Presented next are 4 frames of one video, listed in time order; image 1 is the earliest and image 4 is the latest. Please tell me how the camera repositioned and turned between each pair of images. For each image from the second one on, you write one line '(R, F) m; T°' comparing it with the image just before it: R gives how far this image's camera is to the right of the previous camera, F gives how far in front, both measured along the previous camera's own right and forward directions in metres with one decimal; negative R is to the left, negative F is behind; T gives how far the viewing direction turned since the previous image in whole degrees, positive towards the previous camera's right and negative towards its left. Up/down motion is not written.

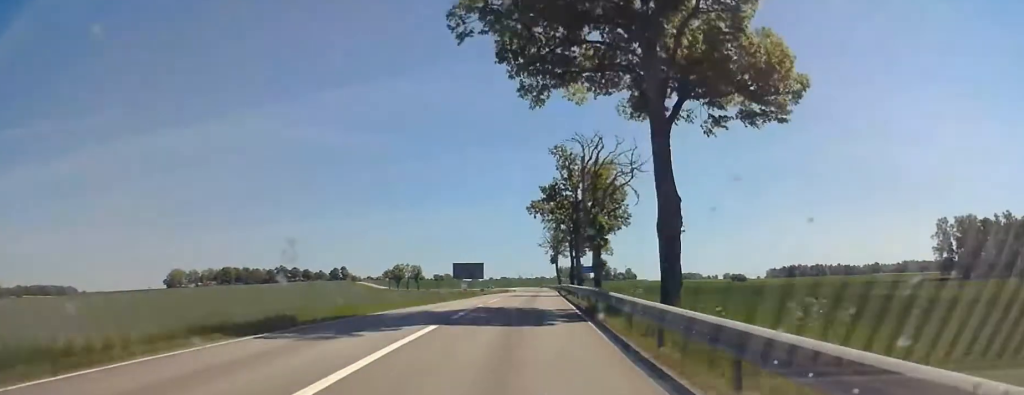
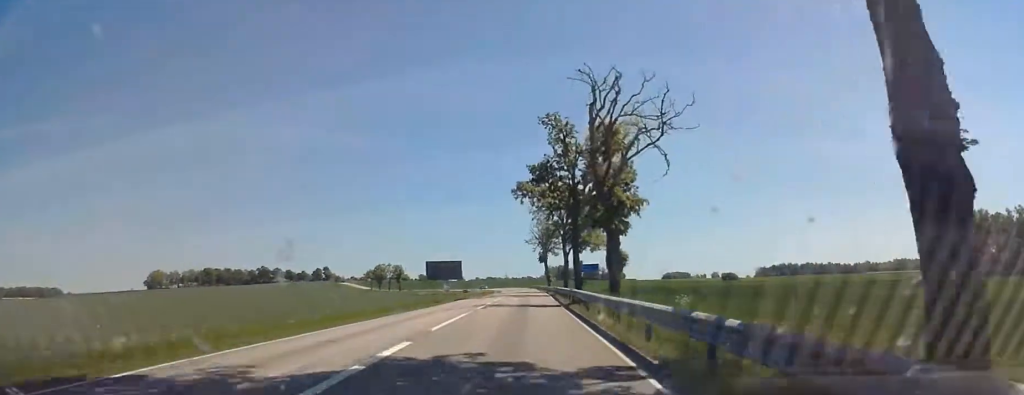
(+0.1, +14.6) m; +1°
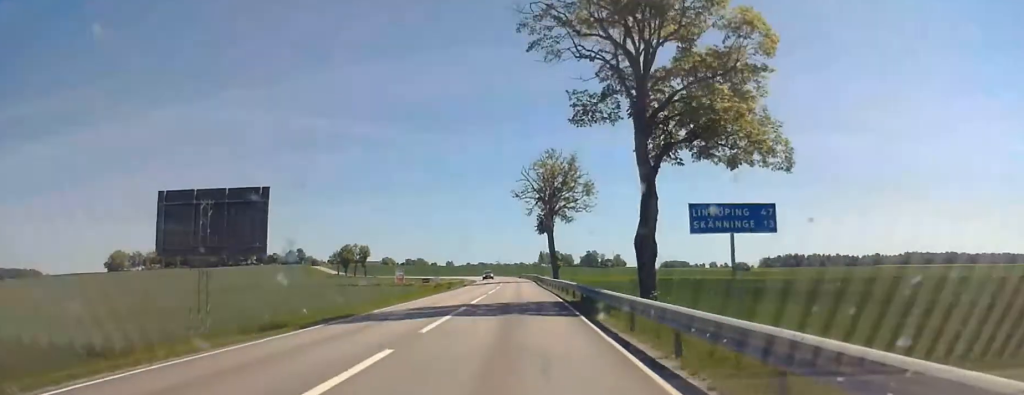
(-0.2, +60.9) m; -1°
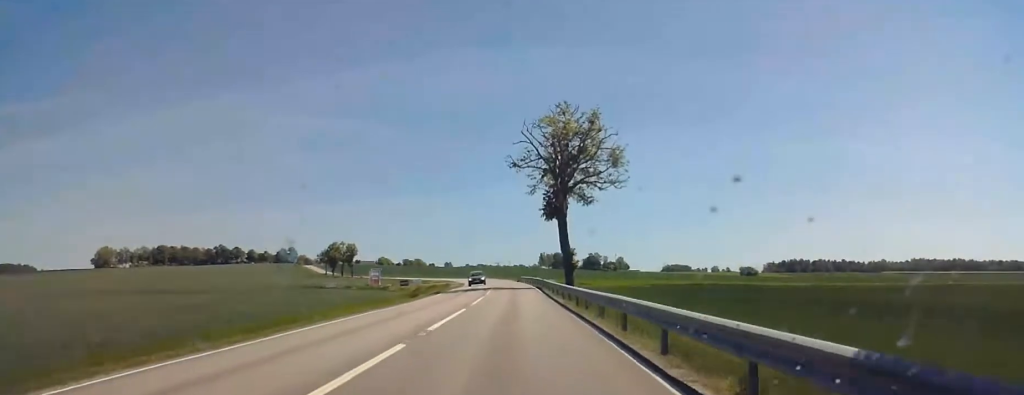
(+0.1, +22.9) m; +1°
